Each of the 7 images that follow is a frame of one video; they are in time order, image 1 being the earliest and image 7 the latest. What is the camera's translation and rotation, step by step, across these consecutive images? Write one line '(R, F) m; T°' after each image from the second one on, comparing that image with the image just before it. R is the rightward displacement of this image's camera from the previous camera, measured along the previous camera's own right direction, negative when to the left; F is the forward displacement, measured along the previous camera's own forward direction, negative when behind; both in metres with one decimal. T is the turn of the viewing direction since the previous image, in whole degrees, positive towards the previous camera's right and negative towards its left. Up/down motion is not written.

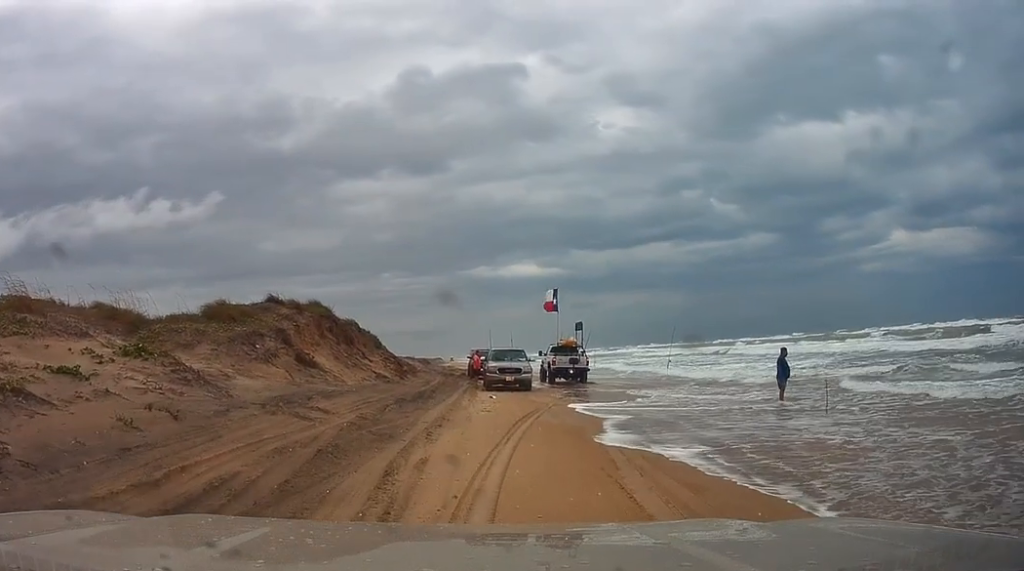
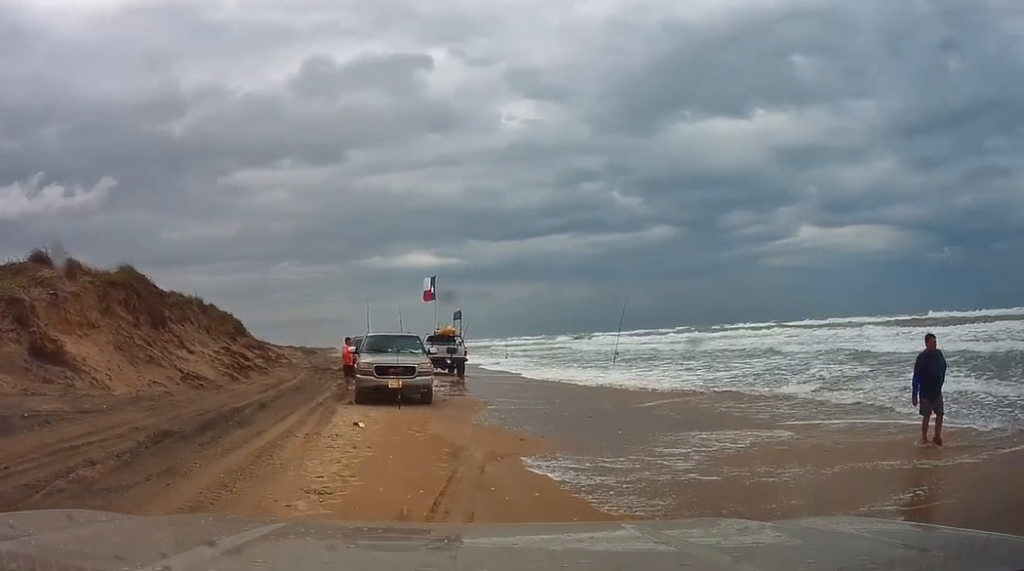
(+0.8, +12.6) m; +6°
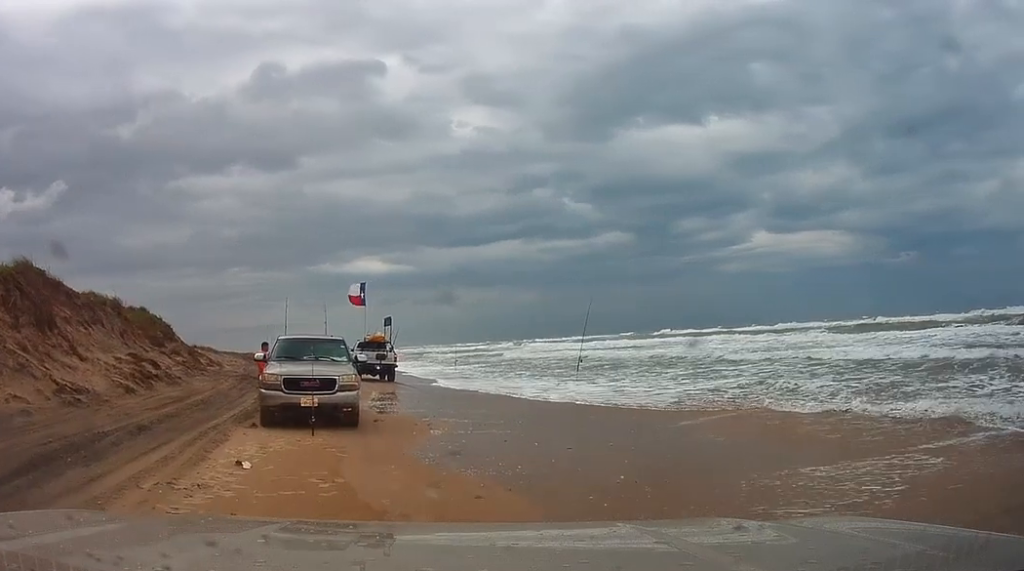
(0.0, +3.8) m; 0°
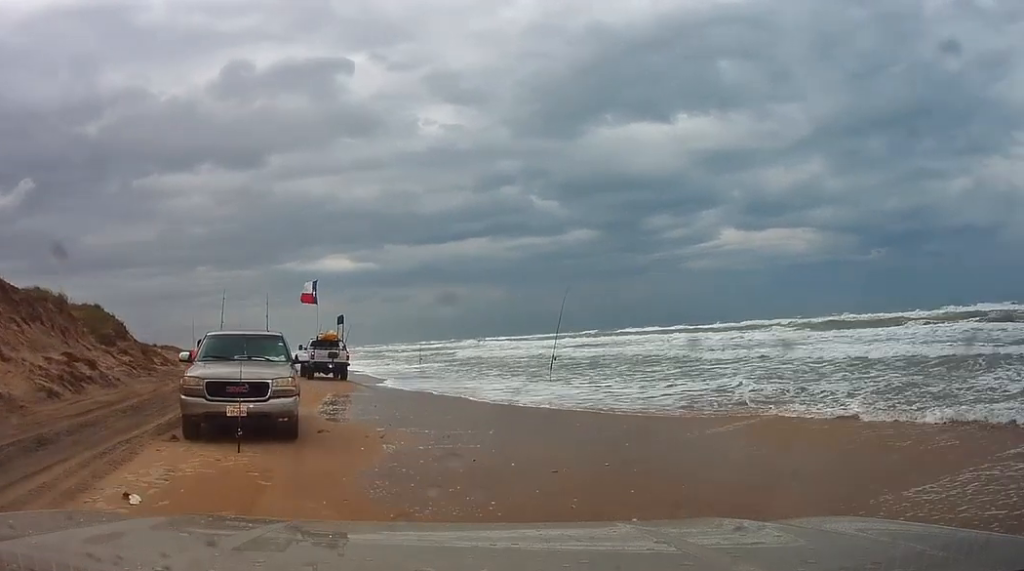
(0.0, +2.2) m; 0°
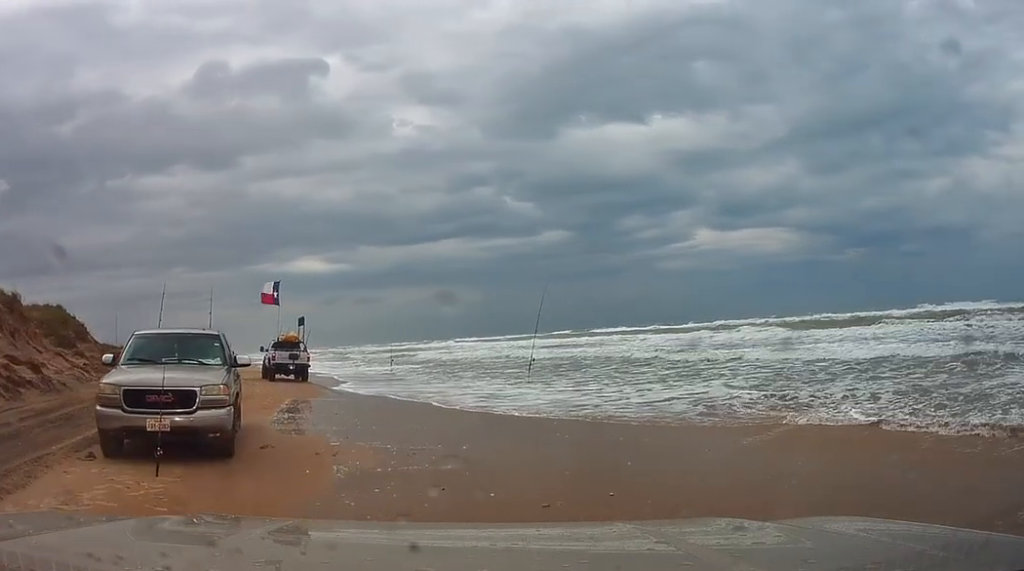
(0.0, +1.9) m; 0°
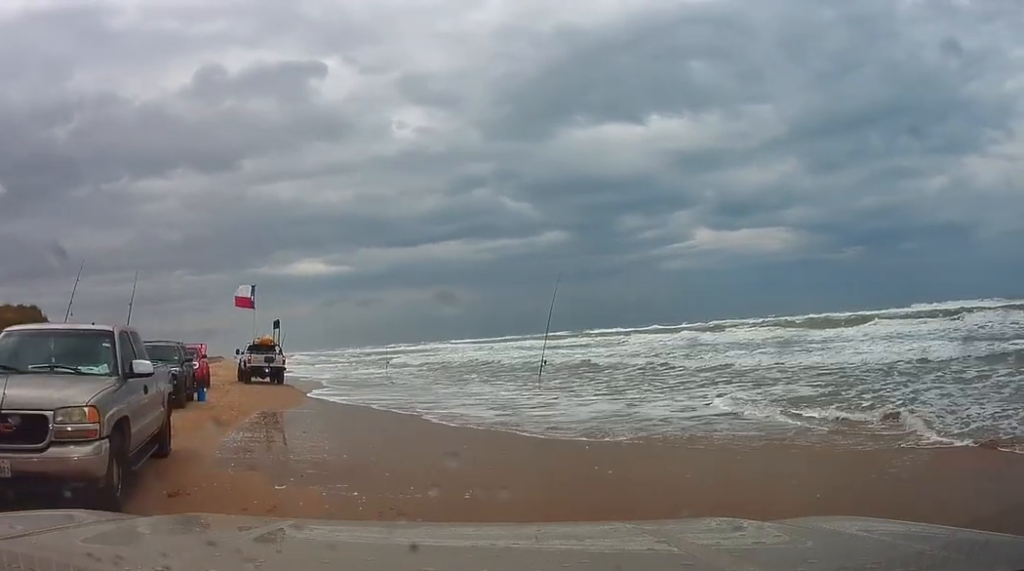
(0.0, +3.3) m; 0°
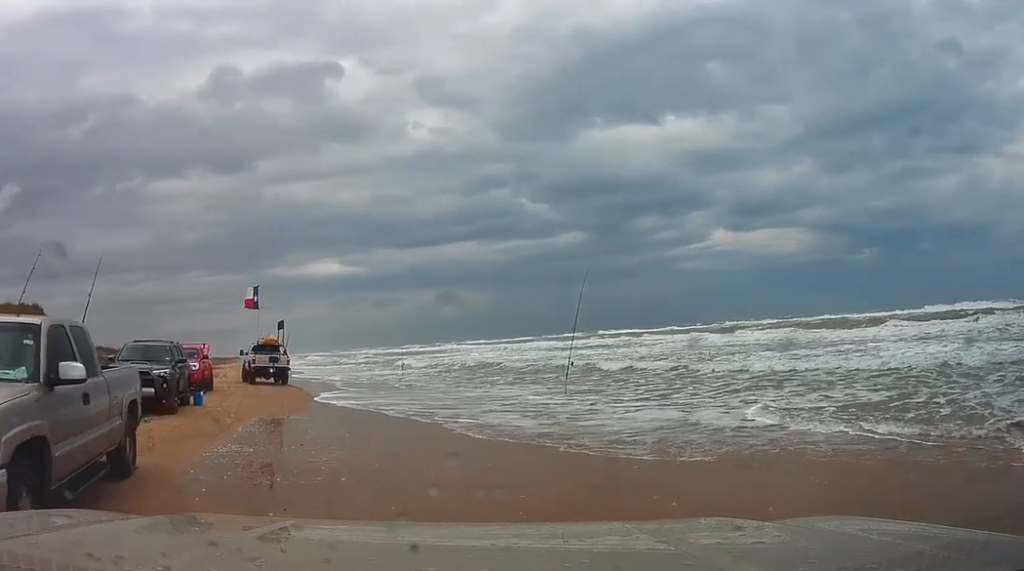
(0.0, +1.8) m; 0°
